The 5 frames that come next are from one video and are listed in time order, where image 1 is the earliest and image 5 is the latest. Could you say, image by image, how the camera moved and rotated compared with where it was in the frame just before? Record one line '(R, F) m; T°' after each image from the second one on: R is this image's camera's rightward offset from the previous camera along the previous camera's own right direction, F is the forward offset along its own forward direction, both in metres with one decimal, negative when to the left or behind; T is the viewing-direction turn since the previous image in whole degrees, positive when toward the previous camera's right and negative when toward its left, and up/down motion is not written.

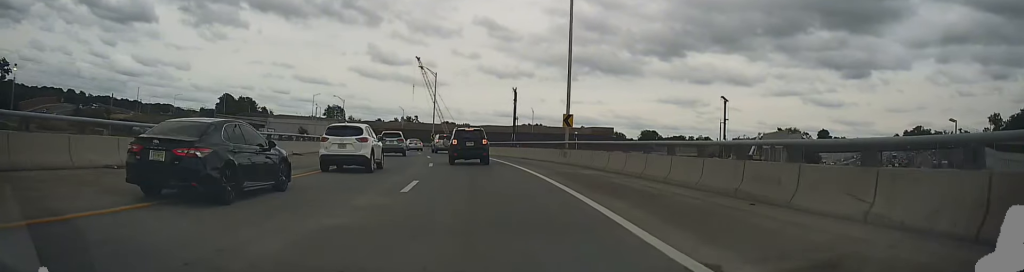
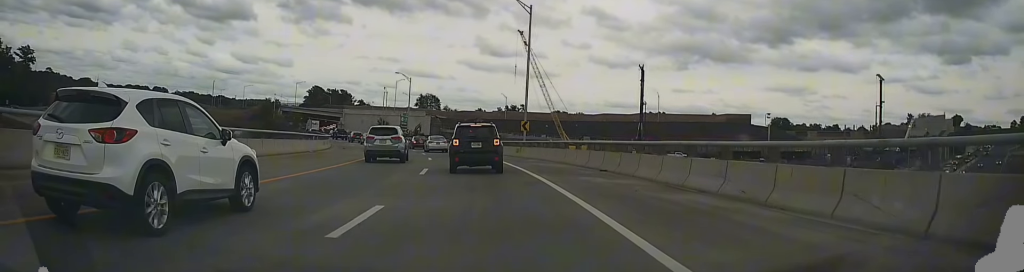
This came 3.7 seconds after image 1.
(-3.9, +45.9) m; -12°
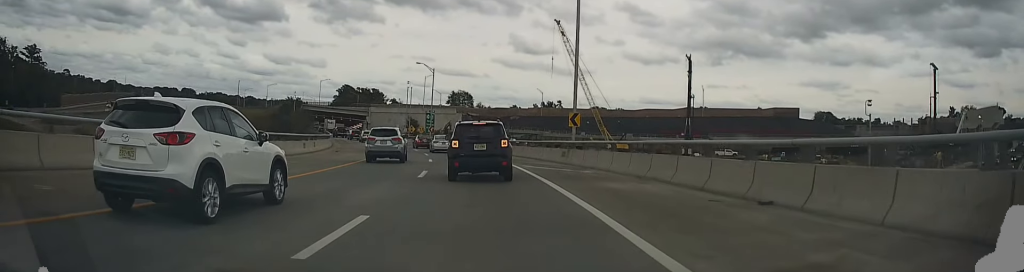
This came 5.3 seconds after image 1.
(-0.6, +15.8) m; -3°
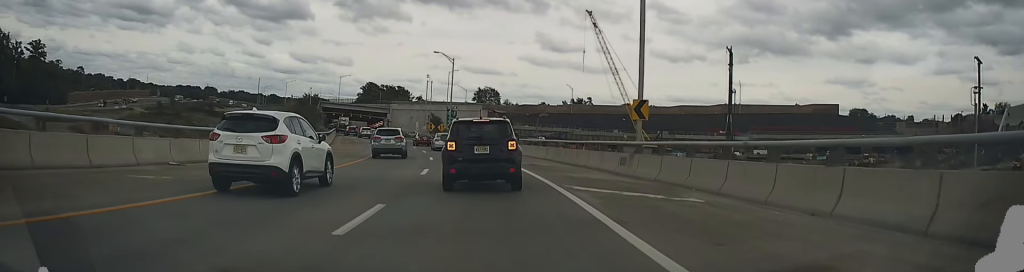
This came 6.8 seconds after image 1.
(-0.1, +11.5) m; -2°
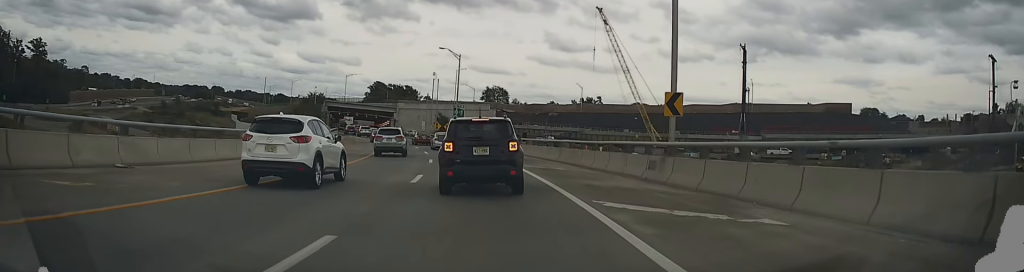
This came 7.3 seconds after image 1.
(-0.1, +3.7) m; -2°
